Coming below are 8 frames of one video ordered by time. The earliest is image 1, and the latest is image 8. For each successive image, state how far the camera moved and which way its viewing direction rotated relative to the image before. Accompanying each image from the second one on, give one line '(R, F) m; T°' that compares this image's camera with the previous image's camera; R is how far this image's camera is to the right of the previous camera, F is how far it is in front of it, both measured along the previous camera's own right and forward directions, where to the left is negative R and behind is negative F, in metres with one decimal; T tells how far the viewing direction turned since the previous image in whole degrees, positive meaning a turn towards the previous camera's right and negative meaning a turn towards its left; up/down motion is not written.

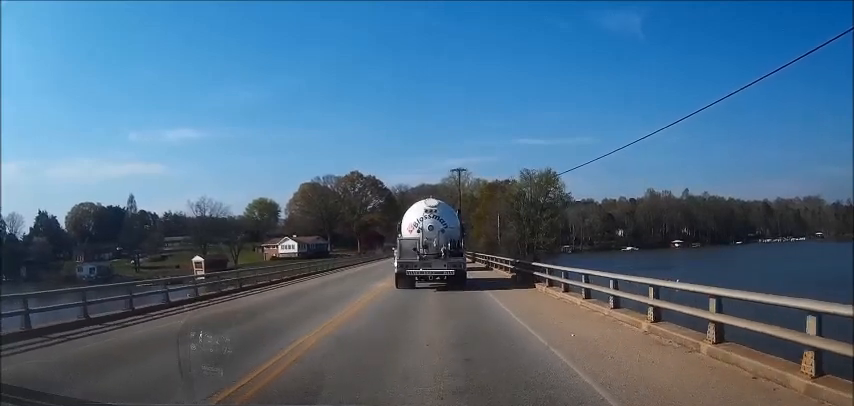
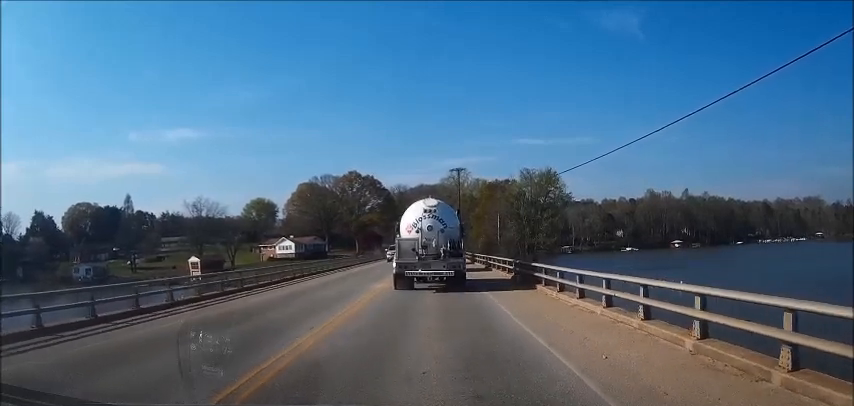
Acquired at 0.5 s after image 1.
(0.0, +2.0) m; -1°
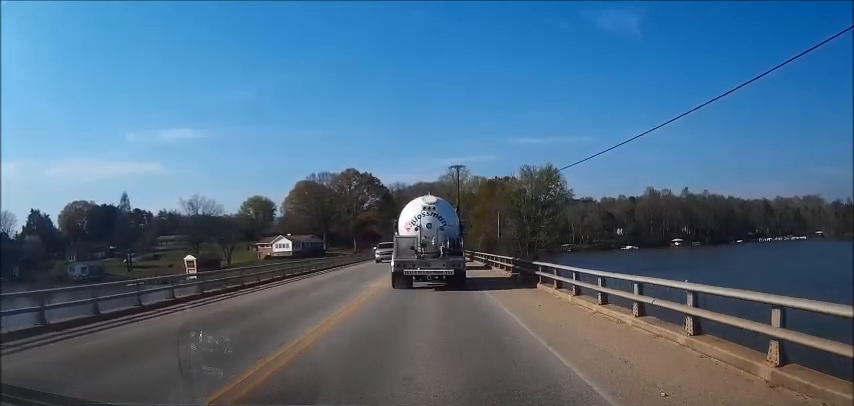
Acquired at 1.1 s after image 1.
(-0.1, +2.2) m; 0°
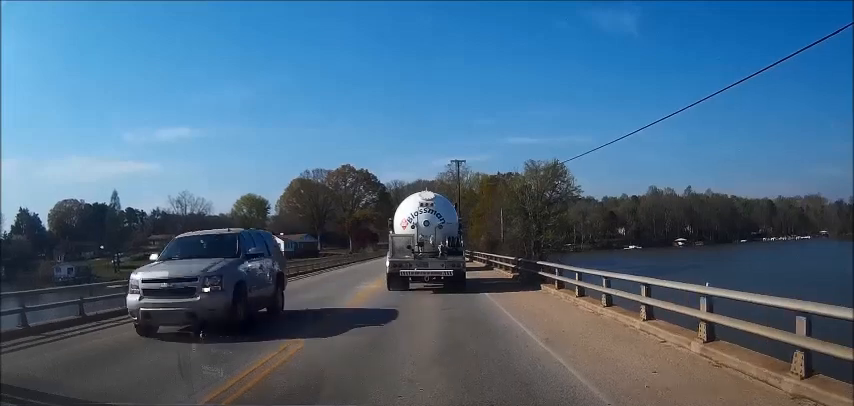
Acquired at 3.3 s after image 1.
(+0.1, +7.7) m; +1°
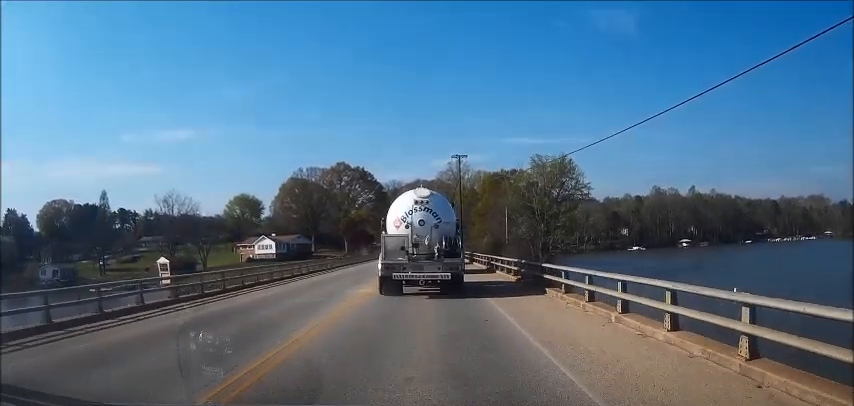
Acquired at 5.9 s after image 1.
(0.0, +8.3) m; 0°
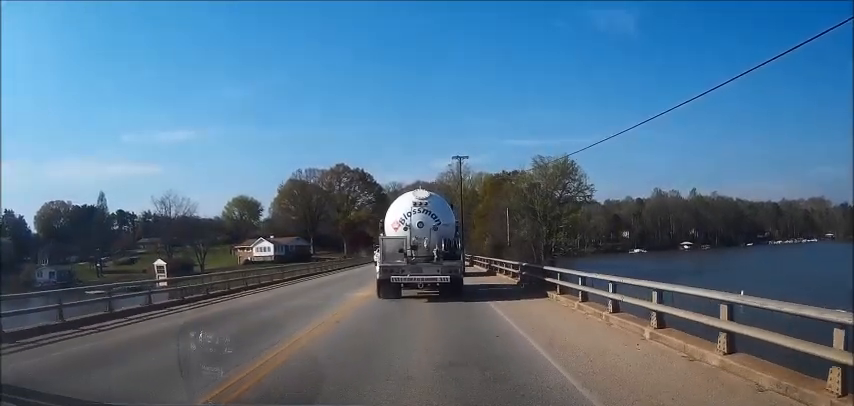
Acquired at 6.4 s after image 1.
(0.0, +1.9) m; +2°
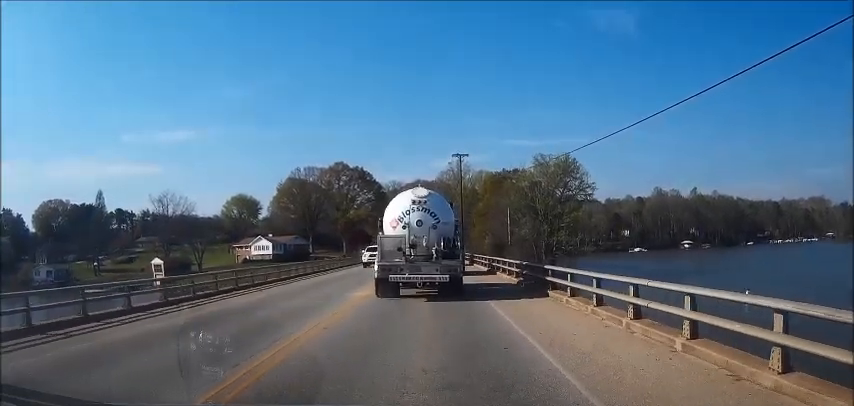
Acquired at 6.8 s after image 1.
(0.0, +1.3) m; +1°
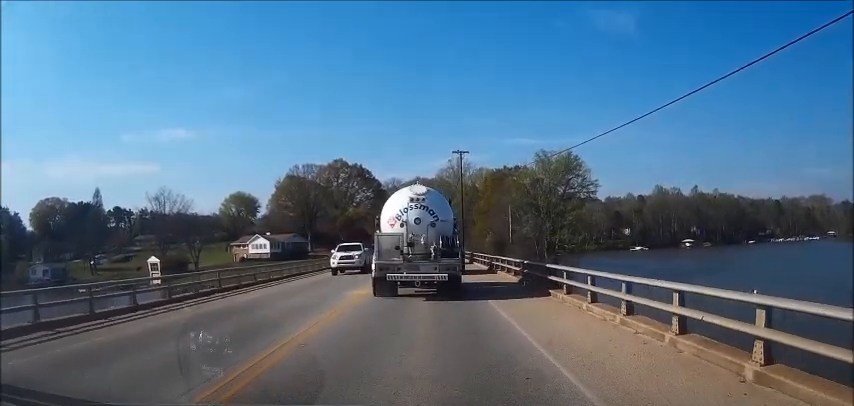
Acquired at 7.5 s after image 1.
(+0.1, +2.1) m; 0°
